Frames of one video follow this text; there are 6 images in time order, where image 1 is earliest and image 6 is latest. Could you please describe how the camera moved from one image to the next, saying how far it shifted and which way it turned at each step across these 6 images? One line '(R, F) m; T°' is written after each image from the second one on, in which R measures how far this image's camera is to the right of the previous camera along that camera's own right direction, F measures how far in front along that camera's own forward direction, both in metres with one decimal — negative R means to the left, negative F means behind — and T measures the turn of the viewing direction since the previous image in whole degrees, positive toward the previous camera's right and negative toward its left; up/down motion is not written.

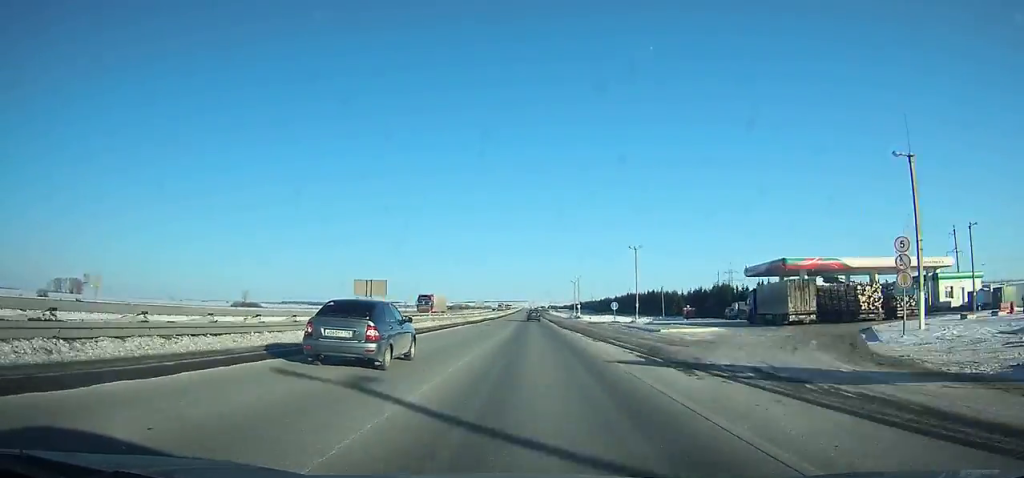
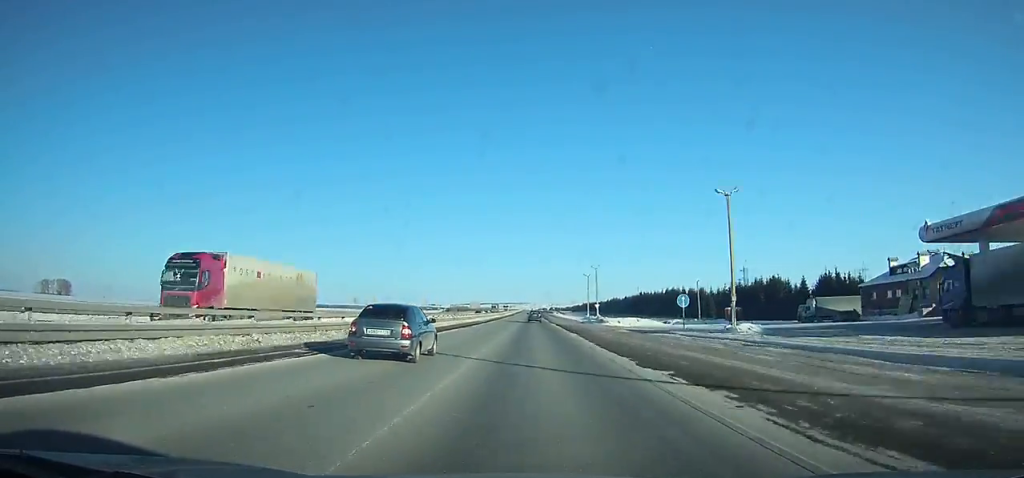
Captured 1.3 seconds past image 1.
(0.0, +33.6) m; 0°
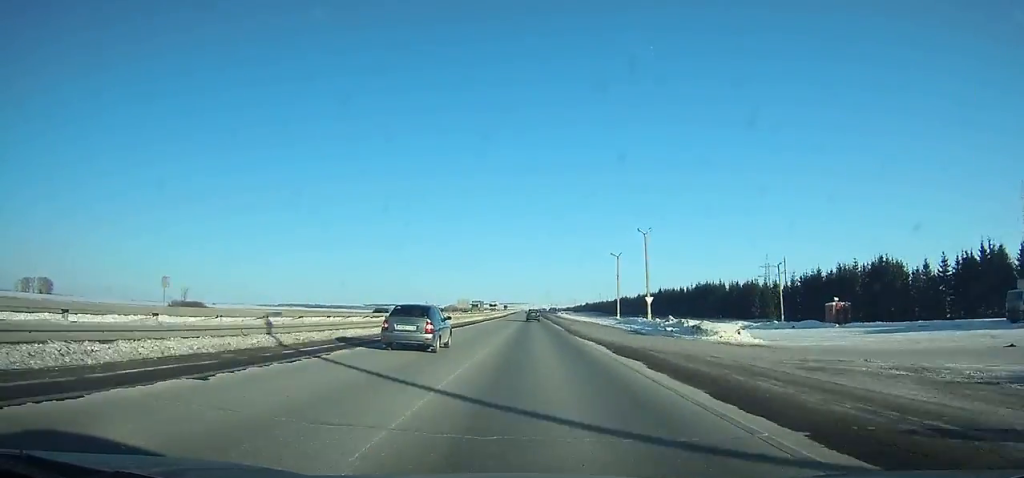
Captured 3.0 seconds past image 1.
(+0.1, +43.8) m; 0°
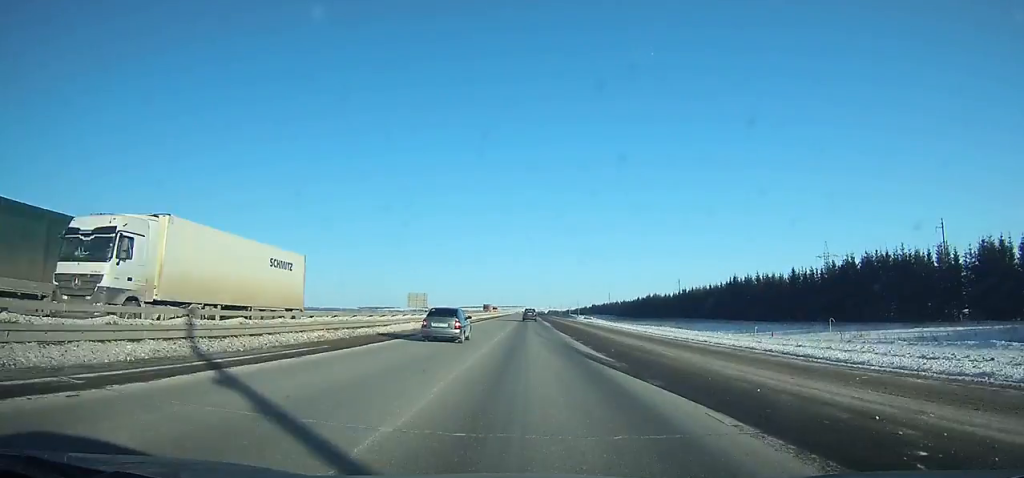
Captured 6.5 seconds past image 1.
(+0.3, +89.9) m; 0°
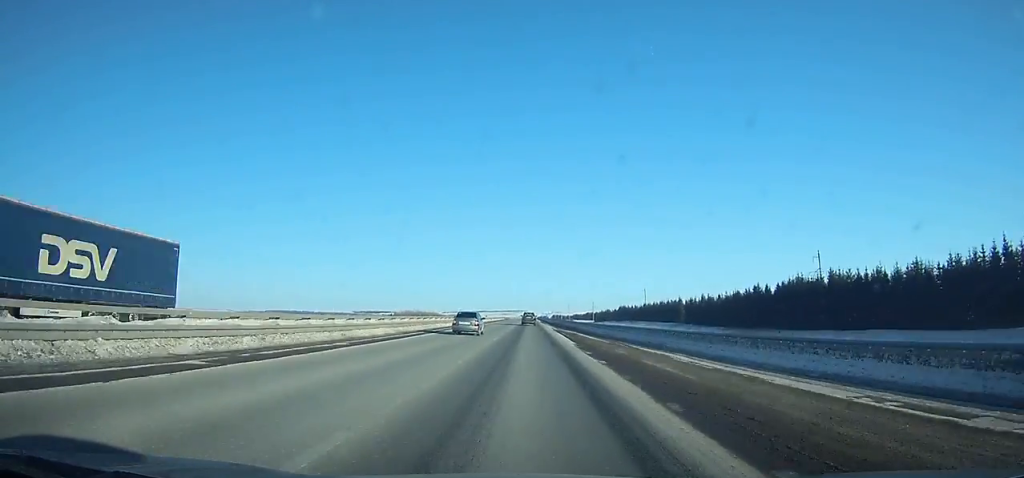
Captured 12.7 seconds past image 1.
(-0.3, +158.4) m; 0°
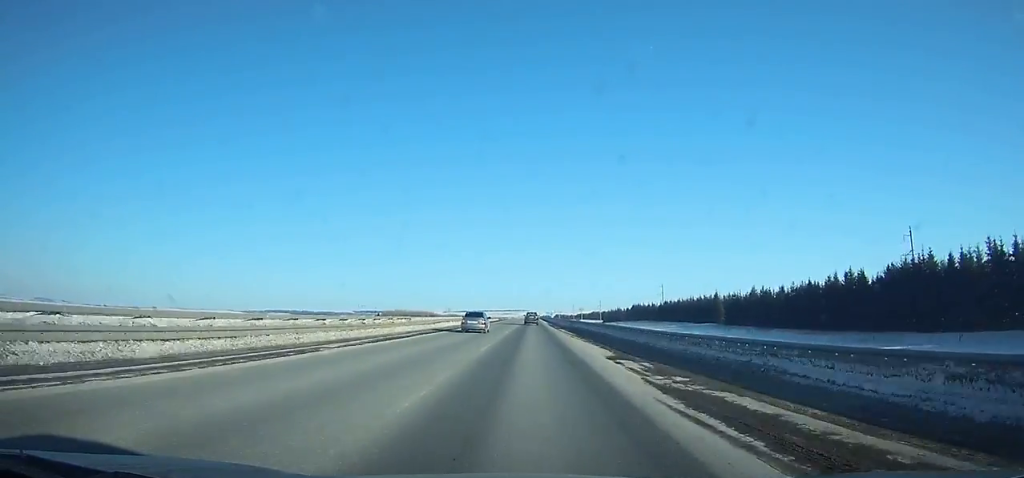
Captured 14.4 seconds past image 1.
(0.0, +43.3) m; 0°
